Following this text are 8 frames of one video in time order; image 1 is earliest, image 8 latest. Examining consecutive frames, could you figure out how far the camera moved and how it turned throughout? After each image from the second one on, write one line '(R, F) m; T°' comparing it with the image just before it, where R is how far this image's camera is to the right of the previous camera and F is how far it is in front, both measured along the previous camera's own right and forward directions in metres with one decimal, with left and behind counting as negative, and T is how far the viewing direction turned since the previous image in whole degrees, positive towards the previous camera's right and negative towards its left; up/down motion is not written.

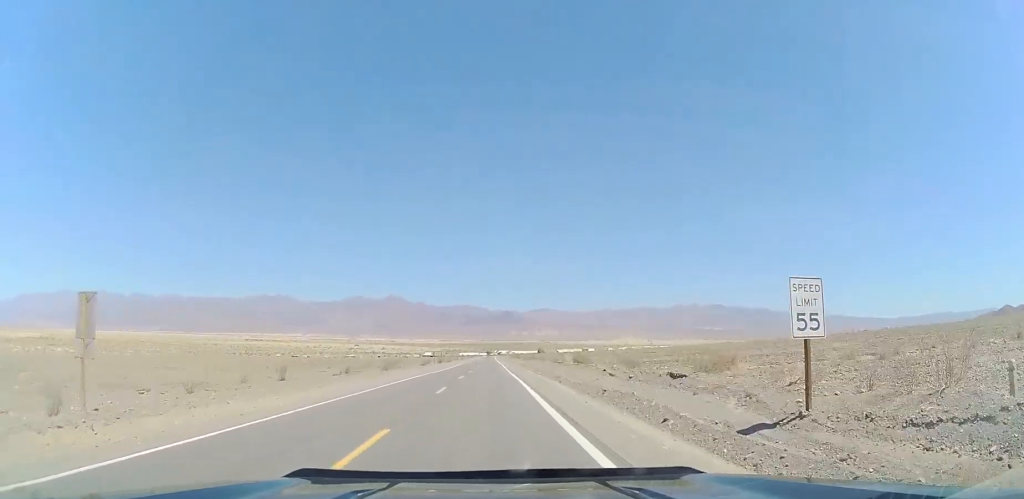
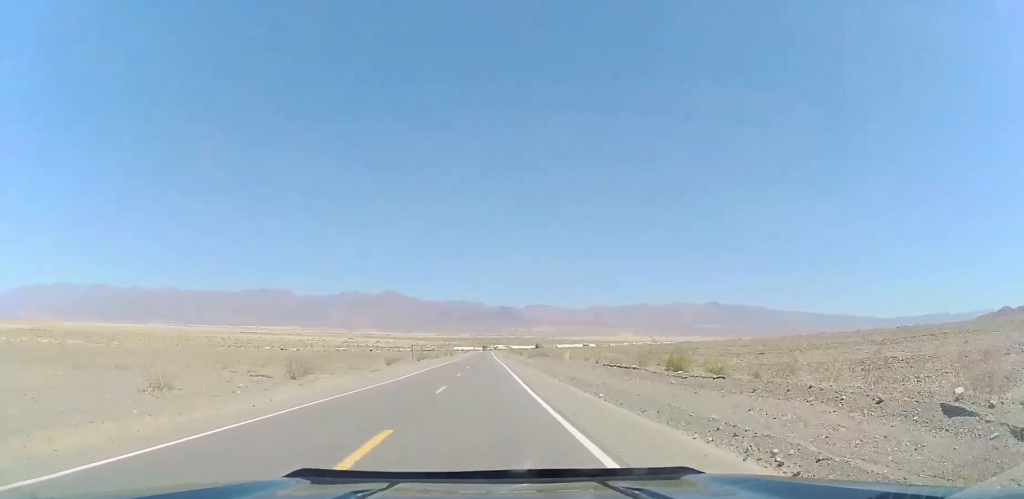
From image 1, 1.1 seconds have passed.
(0.0, +29.4) m; 0°
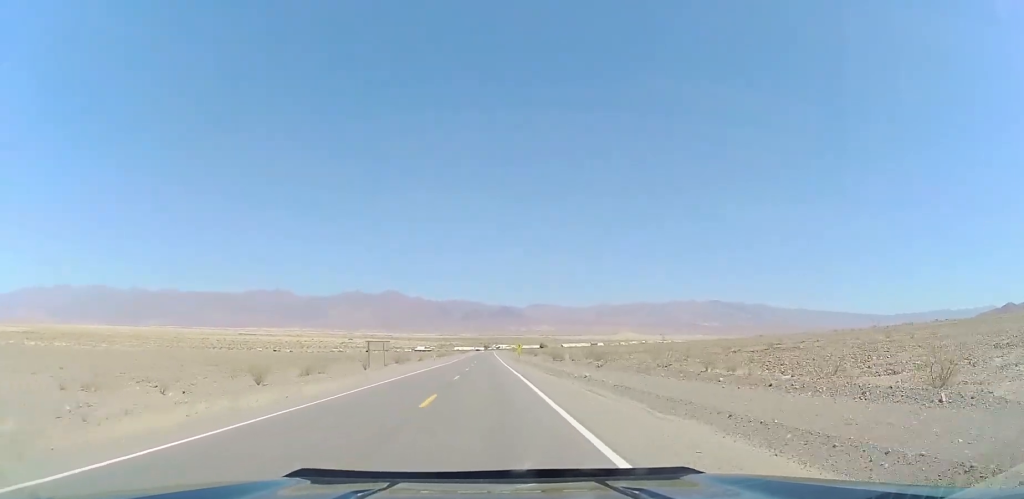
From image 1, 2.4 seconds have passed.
(+0.2, +35.4) m; +1°
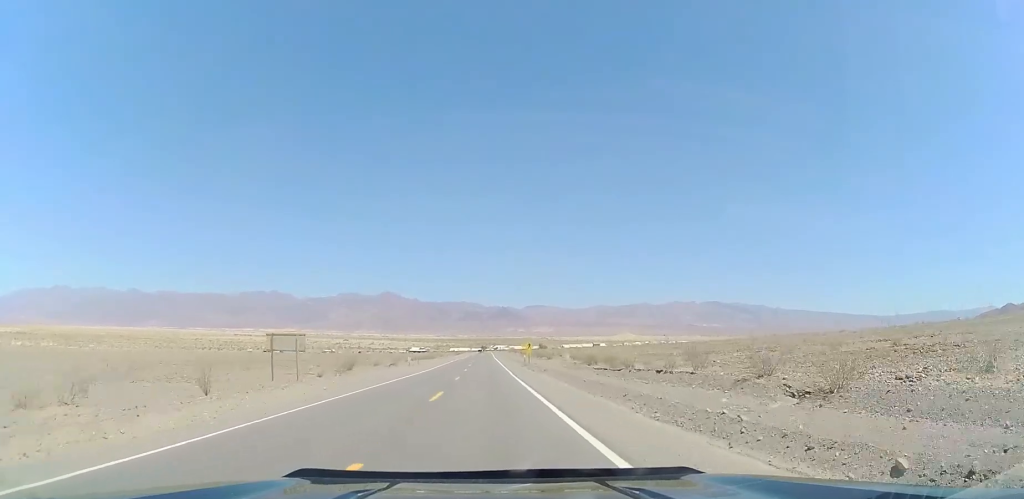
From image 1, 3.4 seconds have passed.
(+0.3, +26.5) m; +1°
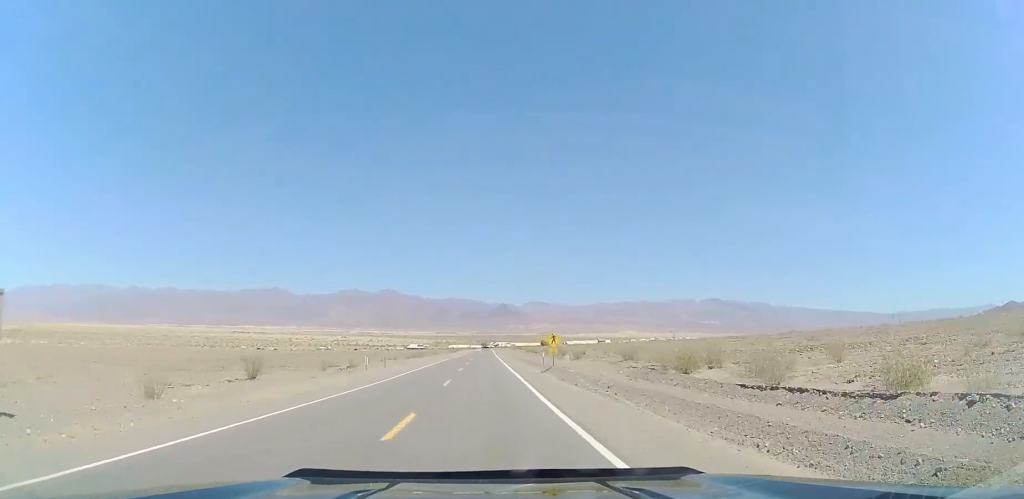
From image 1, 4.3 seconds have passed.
(0.0, +22.8) m; 0°
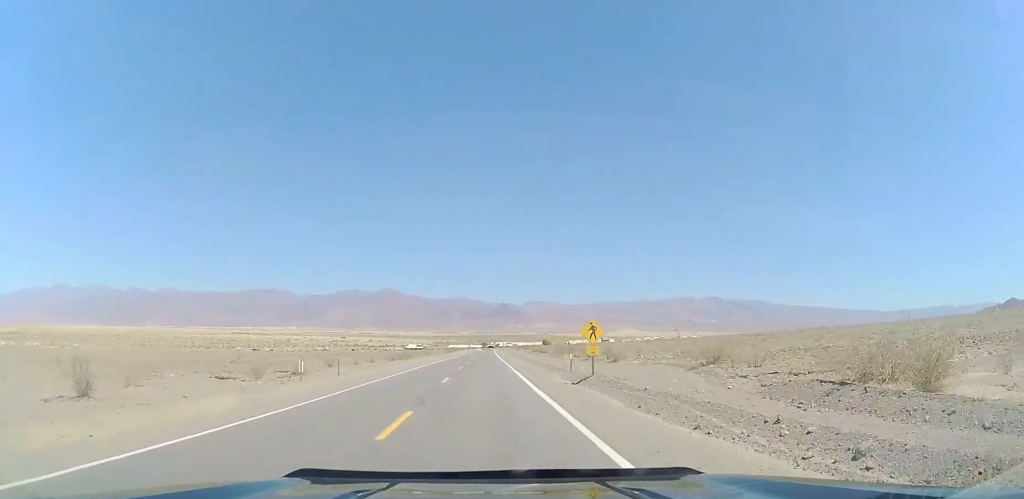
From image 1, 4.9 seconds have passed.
(0.0, +14.9) m; 0°
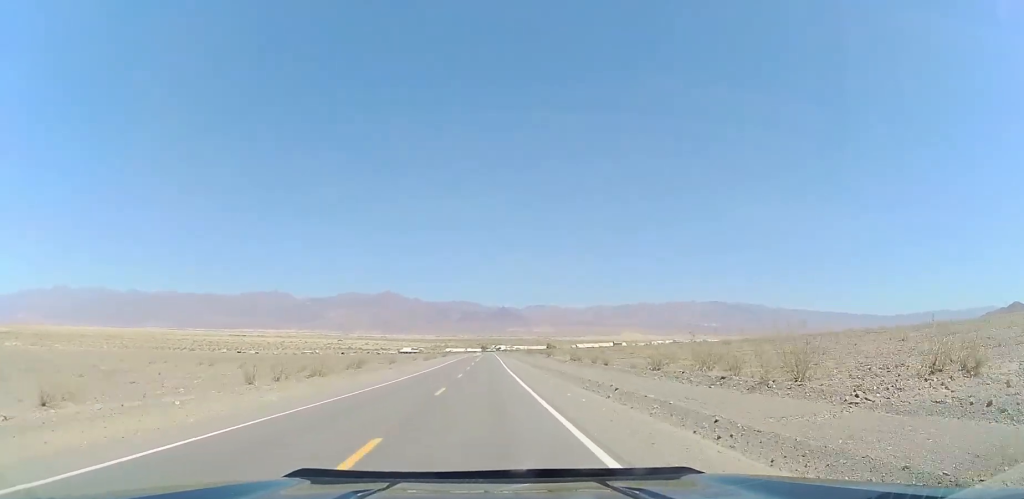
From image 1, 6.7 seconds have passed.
(-0.3, +47.1) m; 0°
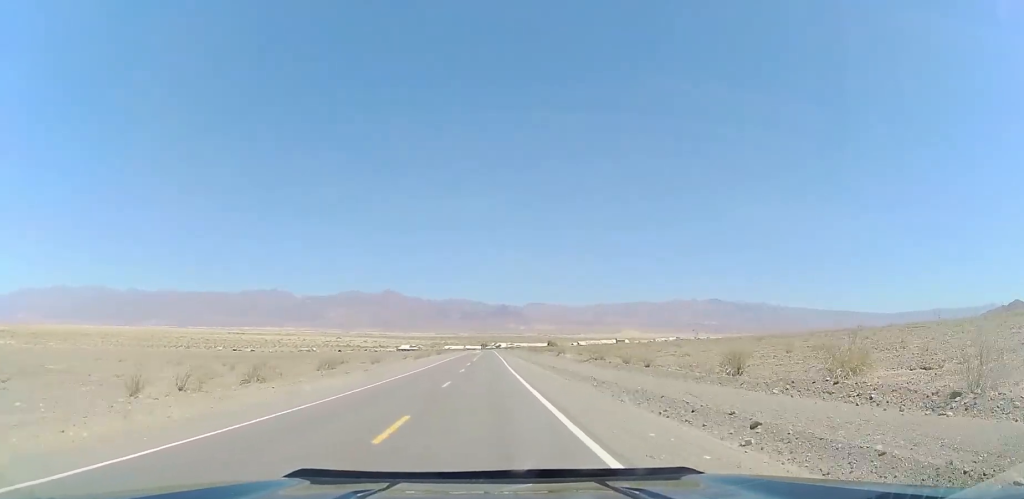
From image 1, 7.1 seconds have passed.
(+0.2, +11.3) m; 0°
